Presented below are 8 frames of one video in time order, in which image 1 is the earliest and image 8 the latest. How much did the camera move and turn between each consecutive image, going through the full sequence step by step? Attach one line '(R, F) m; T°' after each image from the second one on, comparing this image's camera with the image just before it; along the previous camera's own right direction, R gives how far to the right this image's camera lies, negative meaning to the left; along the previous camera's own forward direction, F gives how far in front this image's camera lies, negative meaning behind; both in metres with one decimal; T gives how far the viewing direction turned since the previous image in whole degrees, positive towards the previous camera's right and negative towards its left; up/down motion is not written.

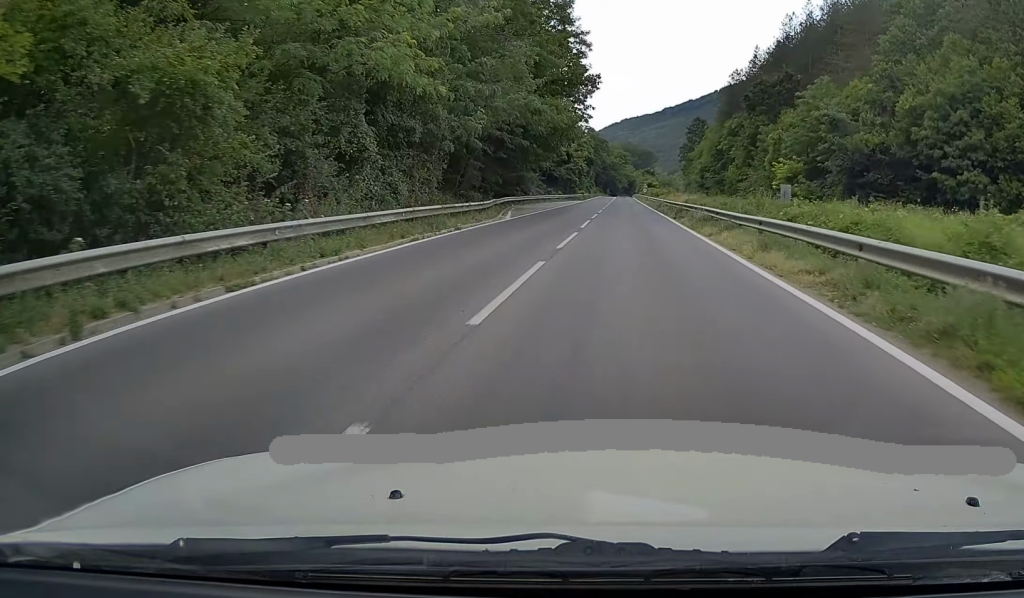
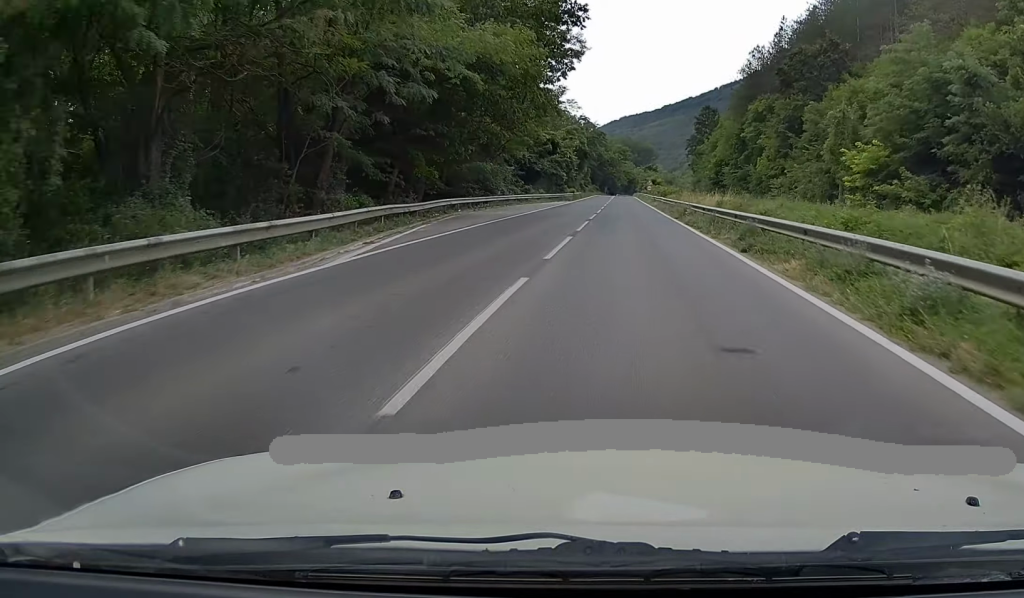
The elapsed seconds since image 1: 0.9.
(0.0, +20.7) m; -1°
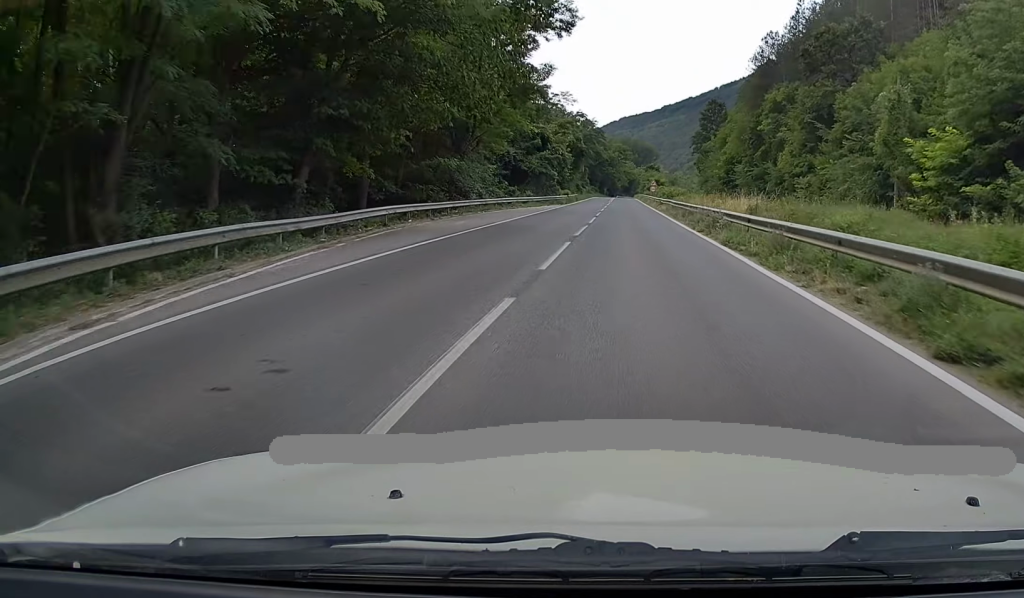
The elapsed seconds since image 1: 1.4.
(-0.2, +10.3) m; 0°
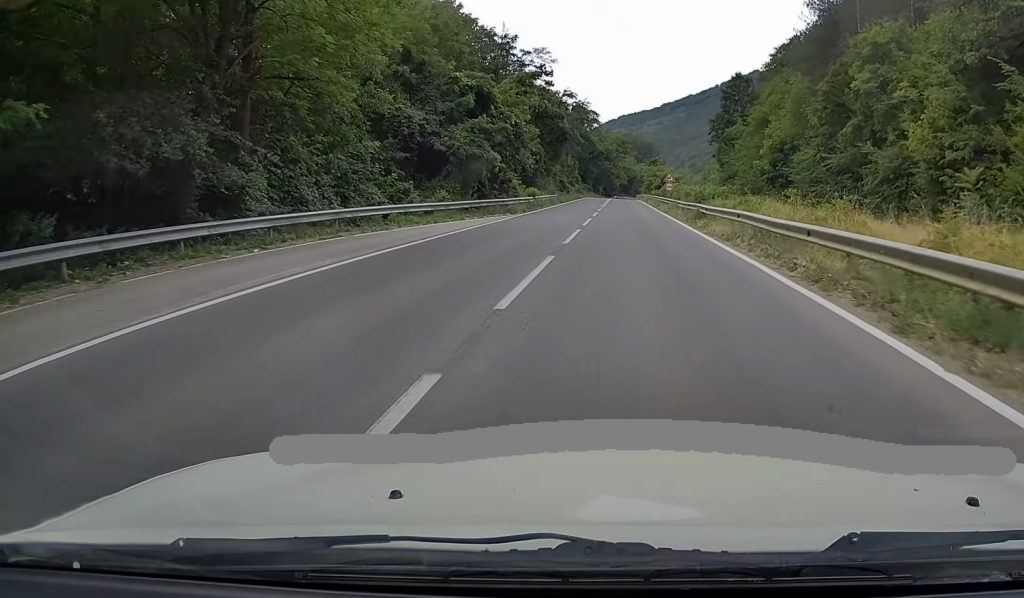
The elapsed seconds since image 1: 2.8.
(+0.2, +30.2) m; +1°
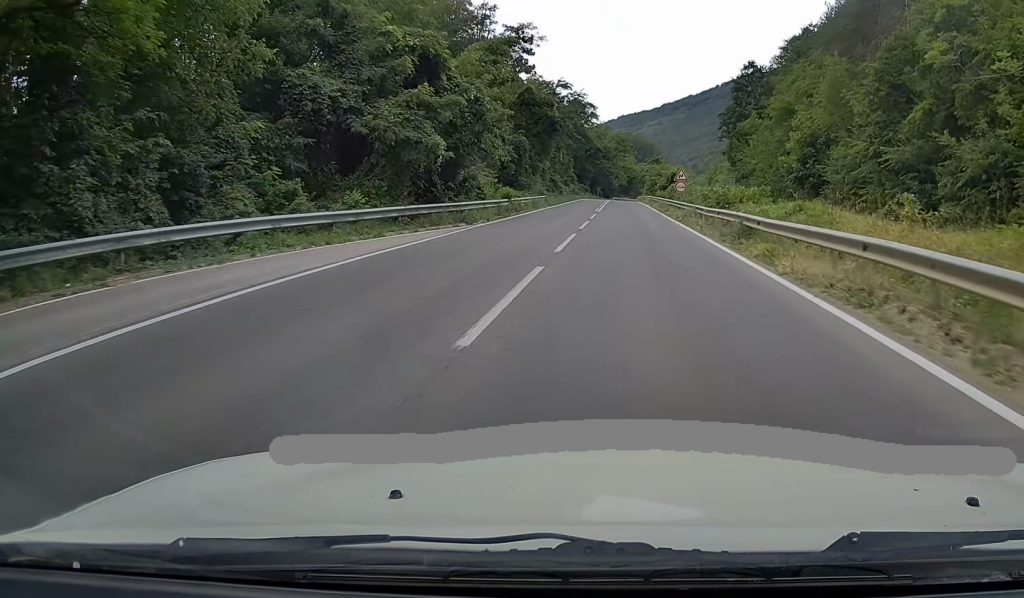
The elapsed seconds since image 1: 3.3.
(0.0, +11.0) m; 0°
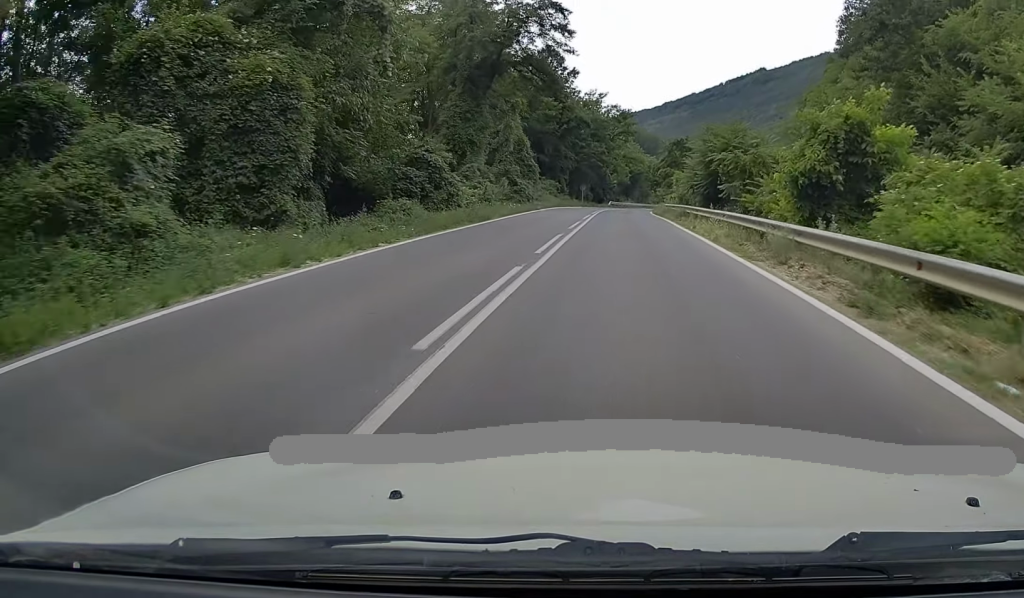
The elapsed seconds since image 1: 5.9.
(0.0, +58.1) m; -1°
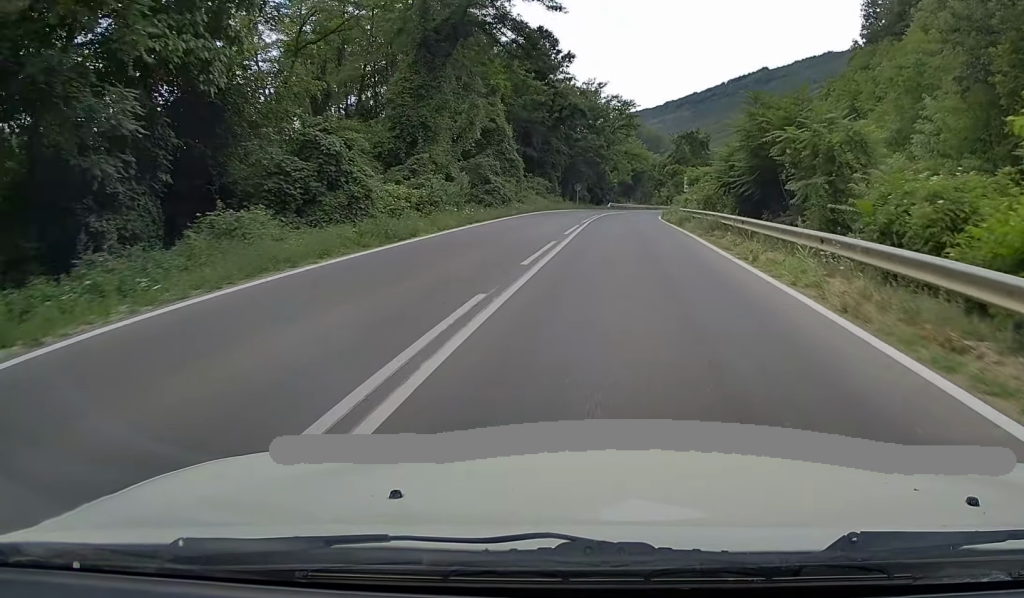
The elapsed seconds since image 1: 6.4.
(-0.2, +11.7) m; 0°
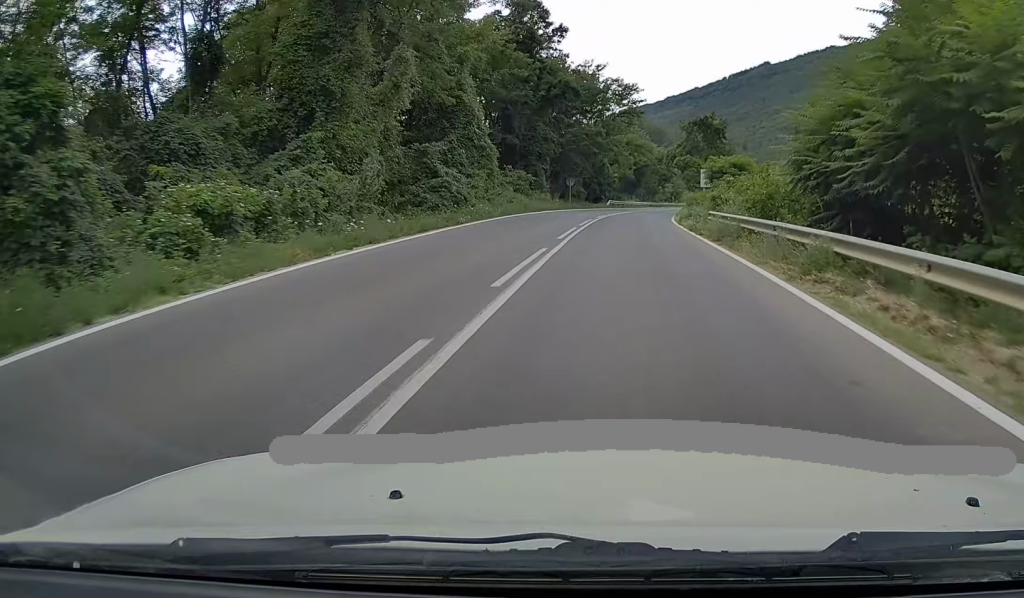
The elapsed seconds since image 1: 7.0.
(-0.1, +12.4) m; 0°
